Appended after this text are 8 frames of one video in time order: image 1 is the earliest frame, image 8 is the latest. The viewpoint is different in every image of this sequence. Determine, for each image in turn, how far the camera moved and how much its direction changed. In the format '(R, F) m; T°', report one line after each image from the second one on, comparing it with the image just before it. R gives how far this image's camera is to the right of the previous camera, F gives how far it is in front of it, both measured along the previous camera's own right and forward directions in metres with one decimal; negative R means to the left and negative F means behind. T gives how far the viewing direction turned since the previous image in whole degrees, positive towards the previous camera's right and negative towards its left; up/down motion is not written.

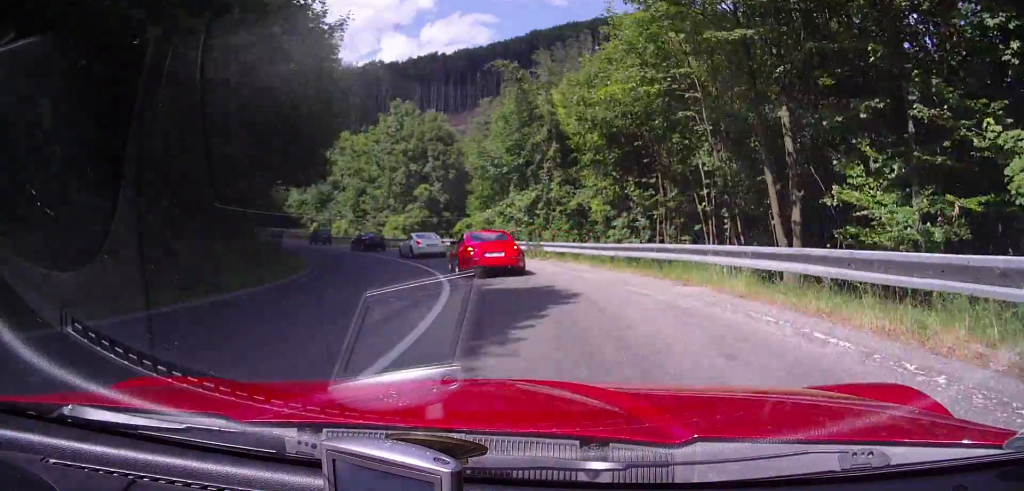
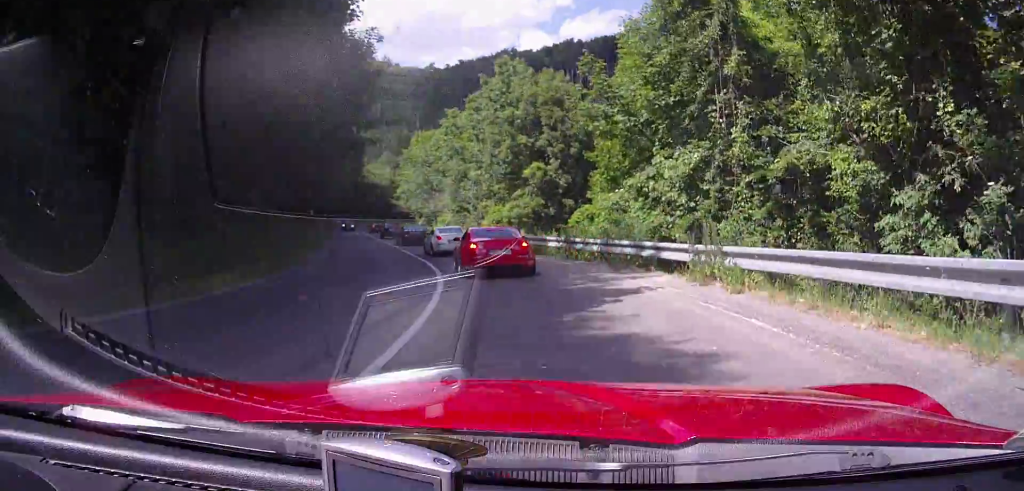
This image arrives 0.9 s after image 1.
(-1.8, +14.7) m; -17°
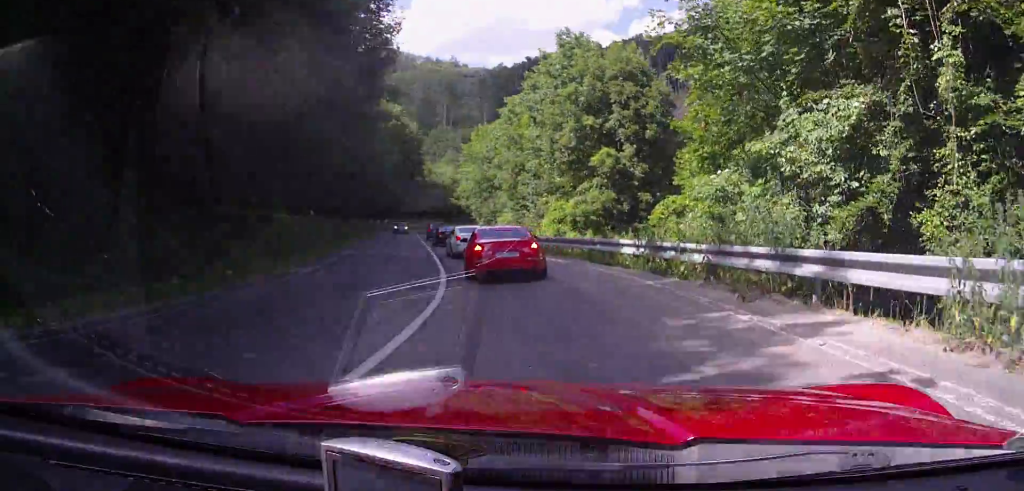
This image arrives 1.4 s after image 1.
(+0.8, +7.6) m; -10°
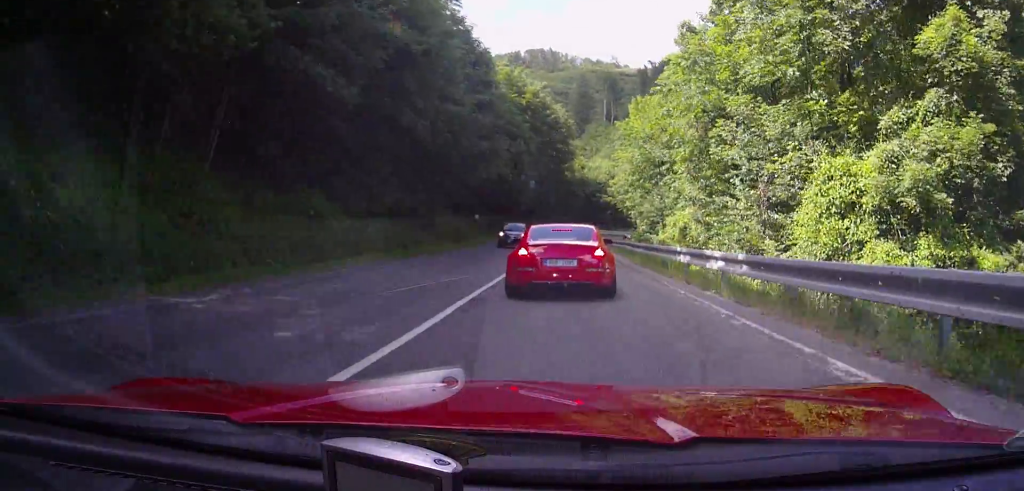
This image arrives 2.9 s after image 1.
(-8.4, +23.0) m; -27°
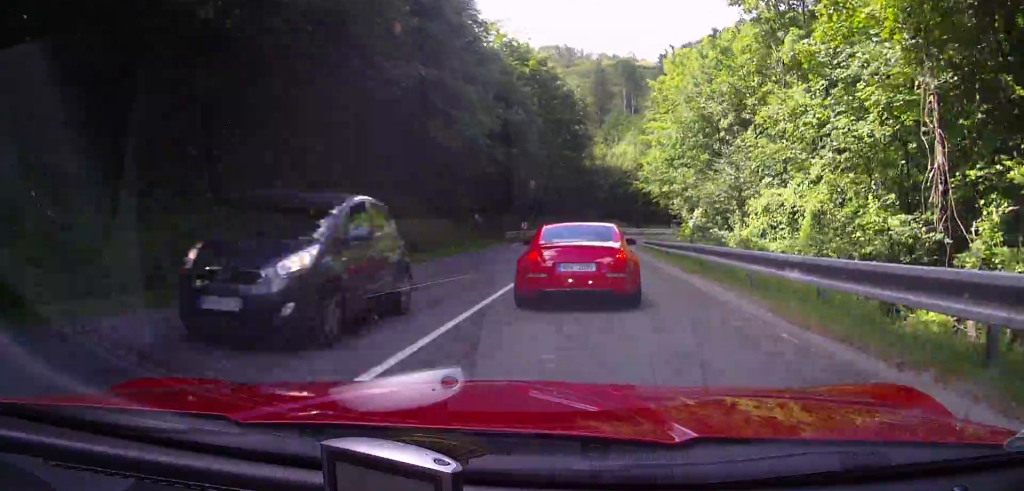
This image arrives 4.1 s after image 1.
(-2.1, +20.3) m; -10°
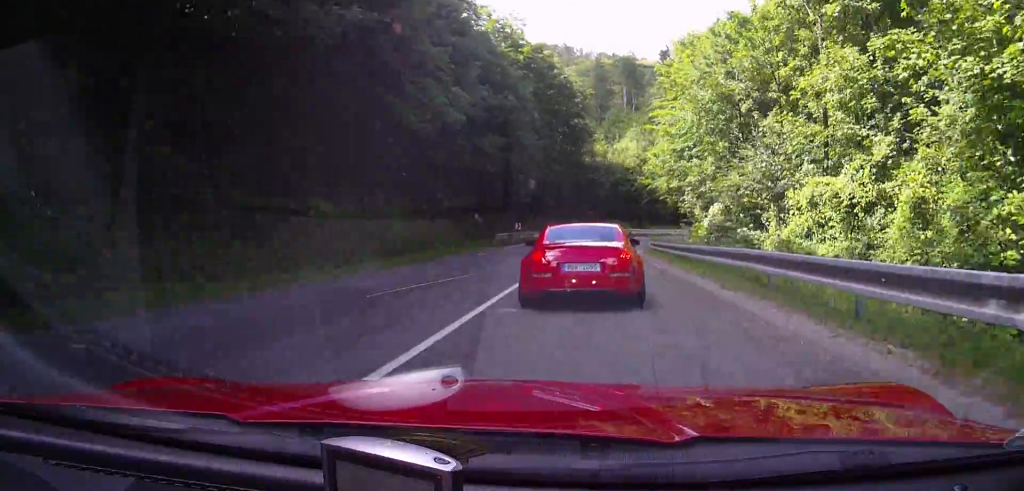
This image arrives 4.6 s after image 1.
(-0.2, +6.8) m; -2°
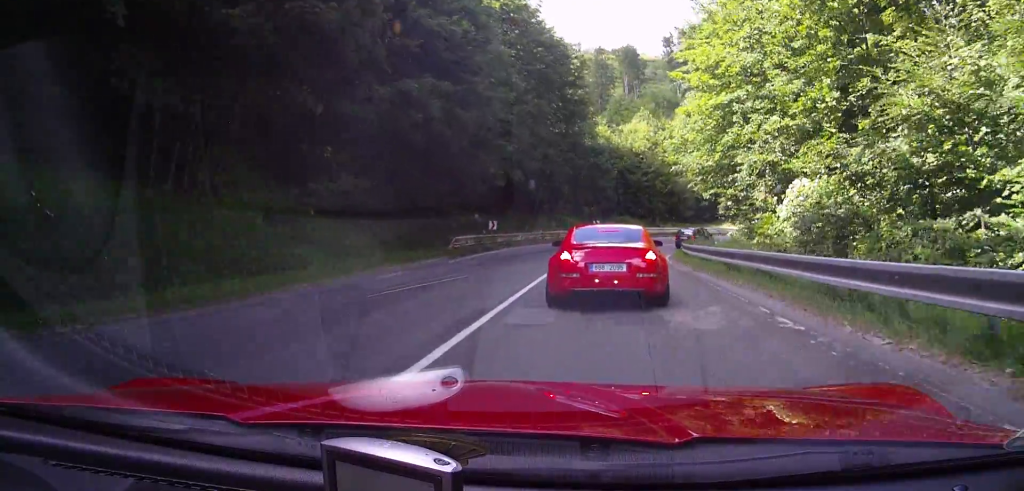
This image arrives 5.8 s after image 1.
(-0.4, +18.9) m; -3°
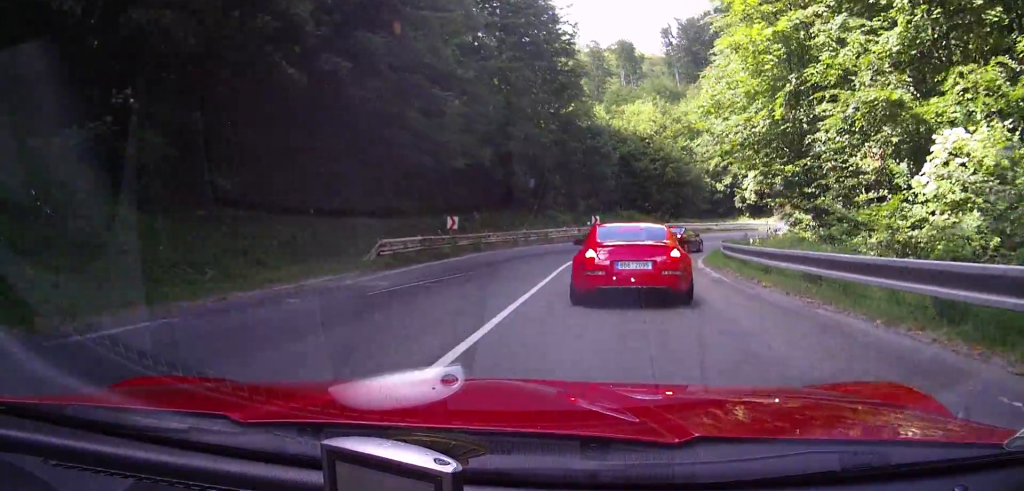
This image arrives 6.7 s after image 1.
(-0.3, +13.2) m; -1°
